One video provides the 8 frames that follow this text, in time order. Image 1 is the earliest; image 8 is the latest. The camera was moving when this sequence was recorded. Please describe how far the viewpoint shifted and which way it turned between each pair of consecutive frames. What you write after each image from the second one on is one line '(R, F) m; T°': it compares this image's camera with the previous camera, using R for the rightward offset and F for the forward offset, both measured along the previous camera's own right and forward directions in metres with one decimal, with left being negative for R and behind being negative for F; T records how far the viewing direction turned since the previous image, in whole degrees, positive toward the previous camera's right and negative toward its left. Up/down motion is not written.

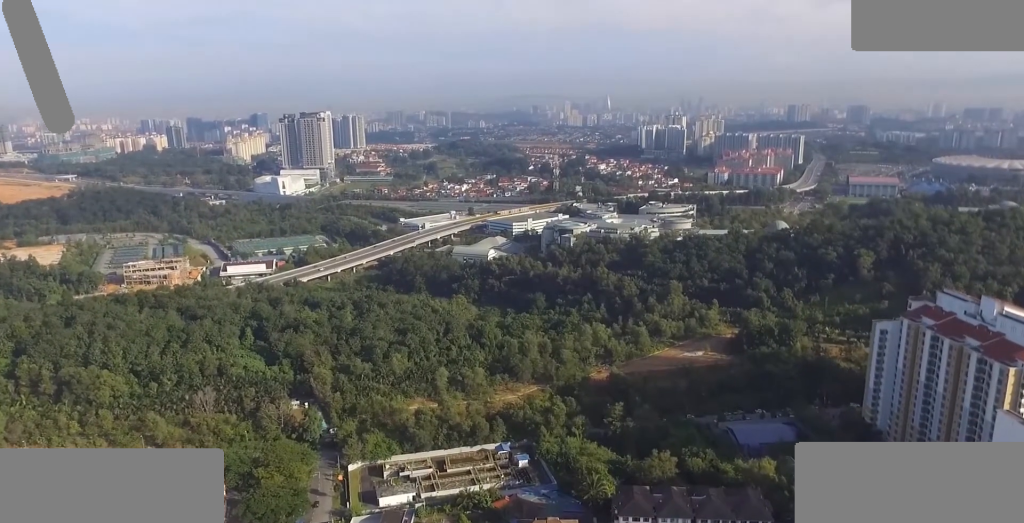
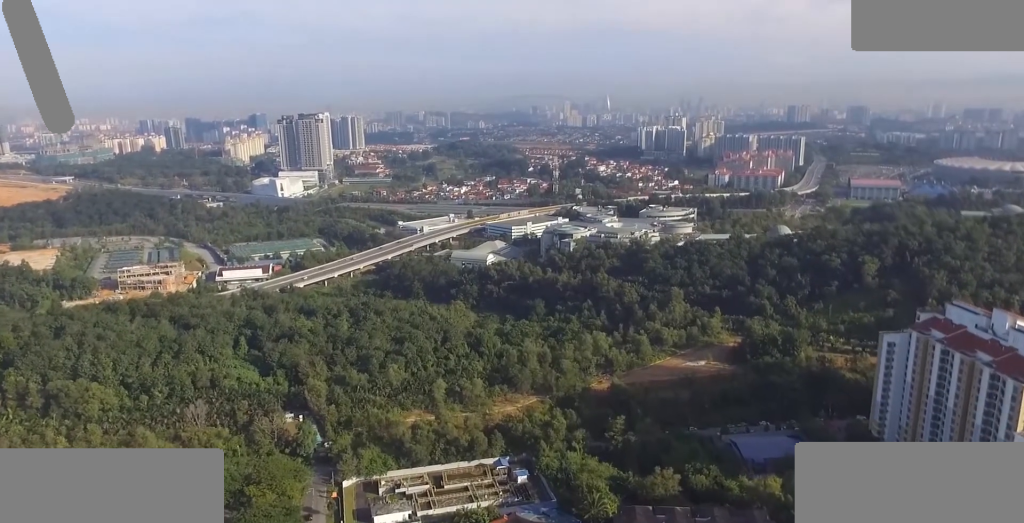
(+0.1, +7.5) m; +1°
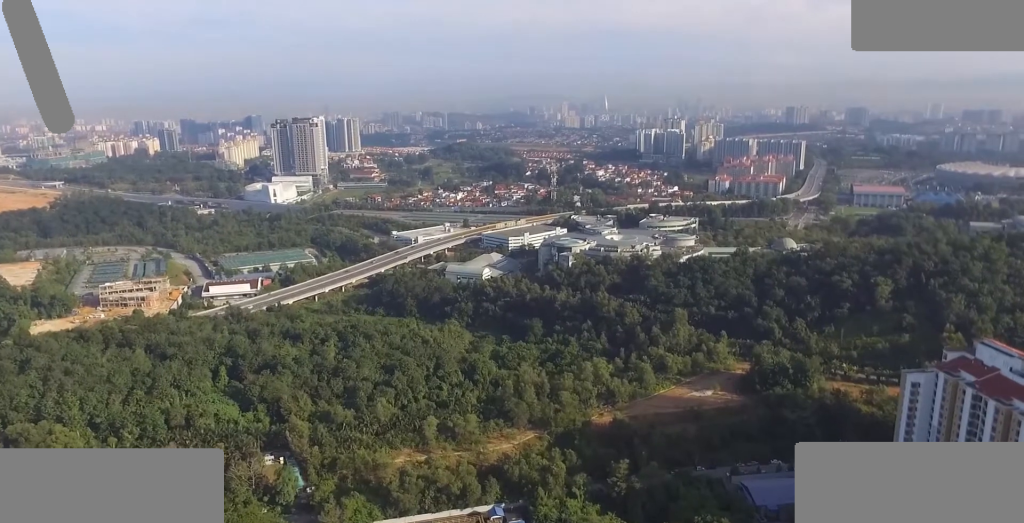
(+0.4, +21.9) m; 0°
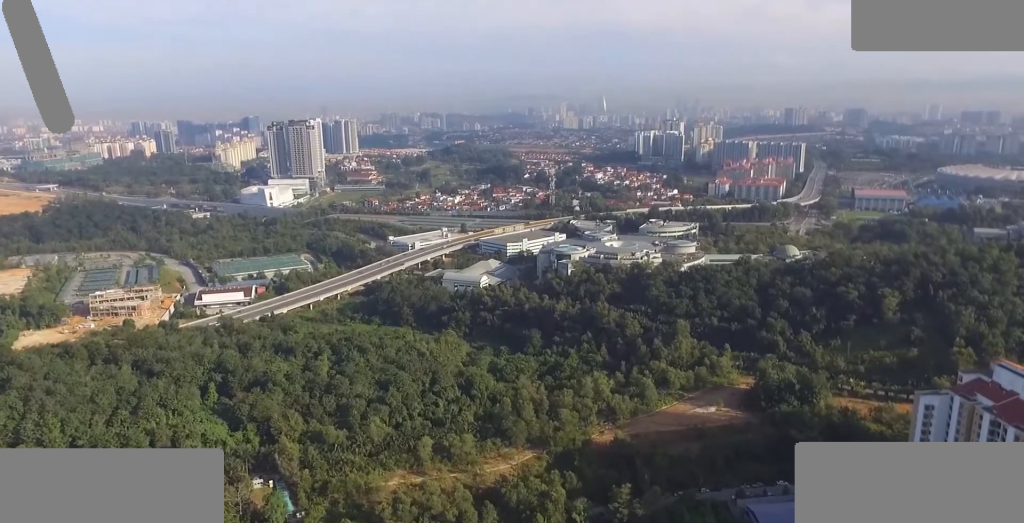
(-0.2, +11.7) m; -1°
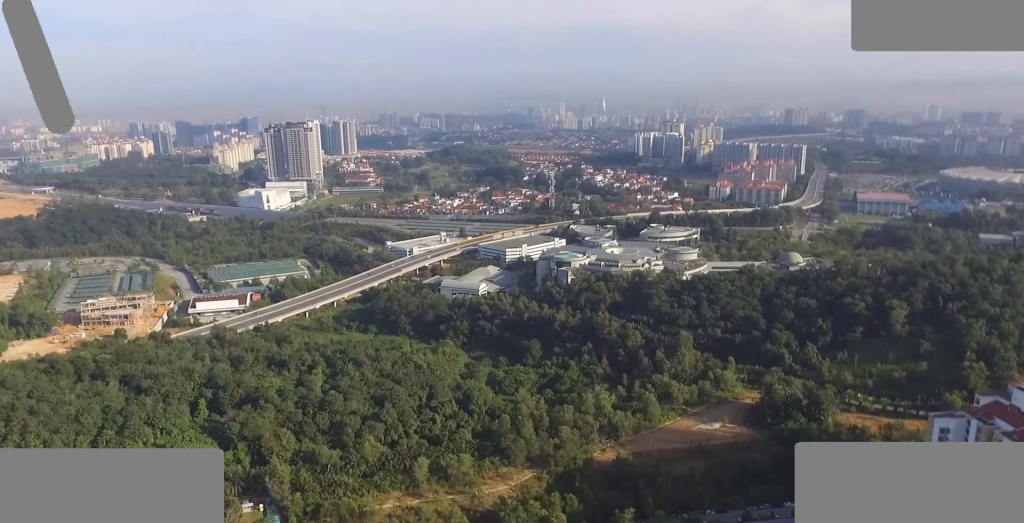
(-0.2, +11.2) m; 0°
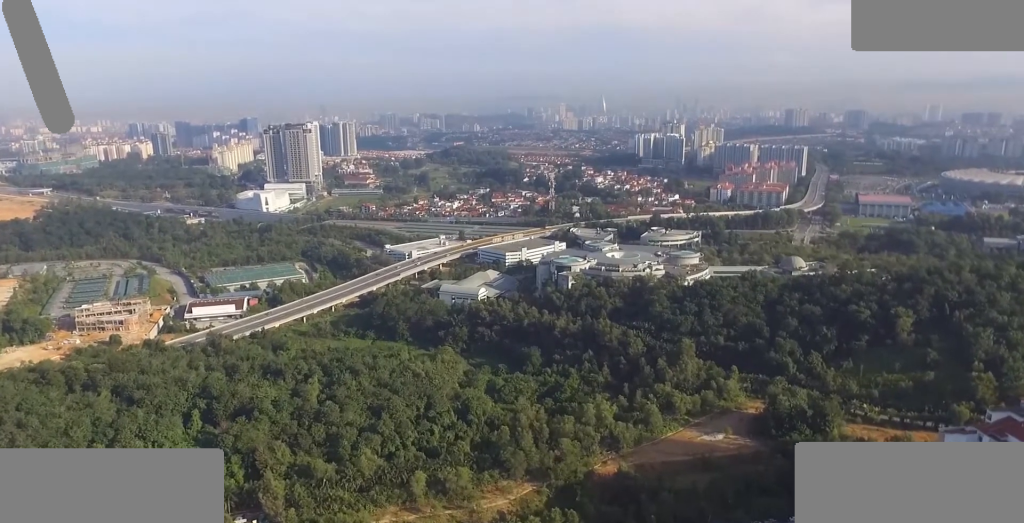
(-0.1, +6.9) m; +2°
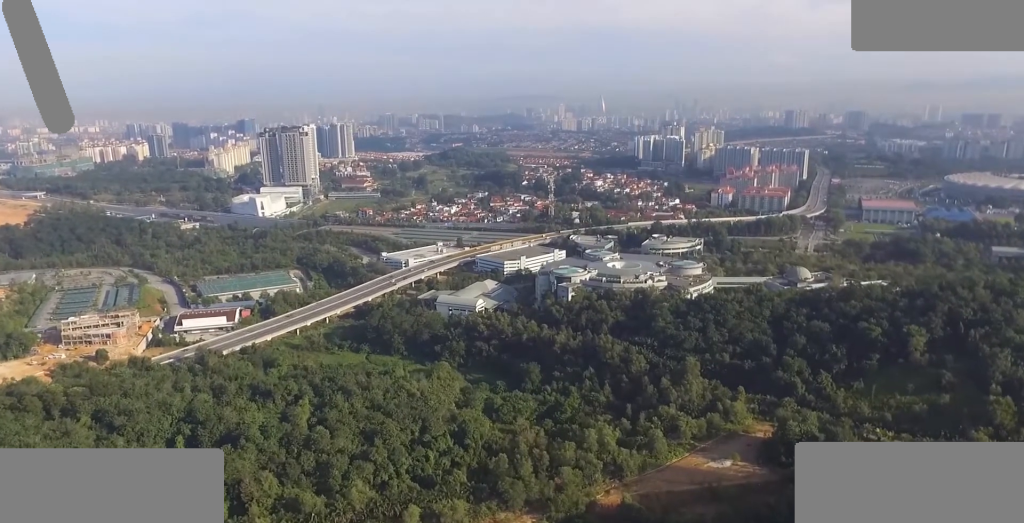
(+1.0, +16.8) m; -2°
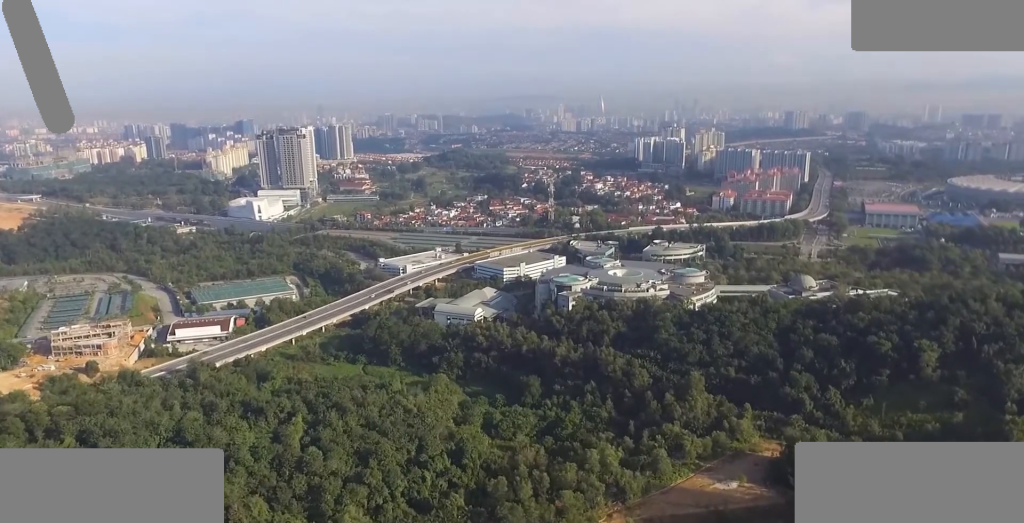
(-0.9, +10.5) m; -4°
